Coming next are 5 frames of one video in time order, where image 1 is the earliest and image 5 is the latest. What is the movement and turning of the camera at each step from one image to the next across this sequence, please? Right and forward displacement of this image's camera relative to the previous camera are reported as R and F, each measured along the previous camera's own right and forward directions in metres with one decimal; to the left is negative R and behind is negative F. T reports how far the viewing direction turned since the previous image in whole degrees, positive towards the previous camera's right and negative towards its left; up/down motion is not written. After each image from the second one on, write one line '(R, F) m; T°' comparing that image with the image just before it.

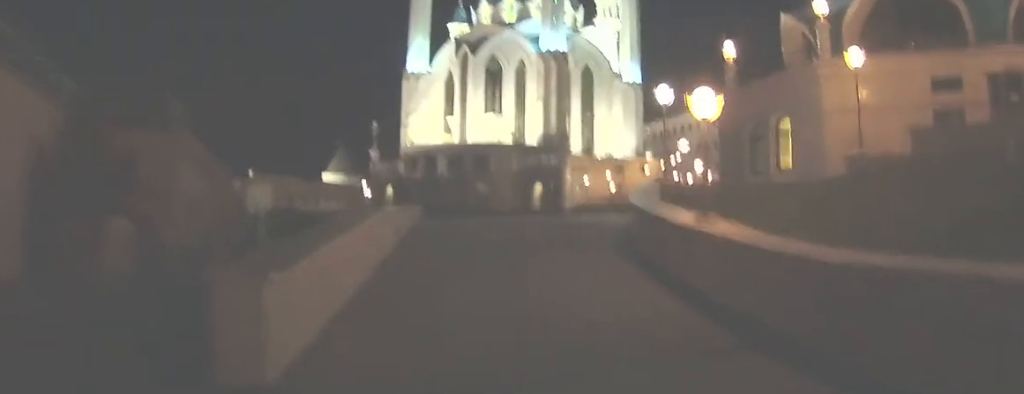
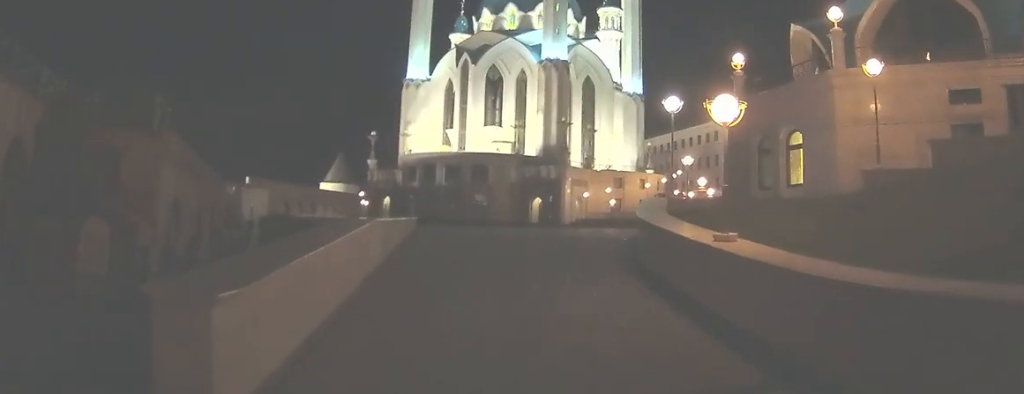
(+0.1, +1.1) m; +3°
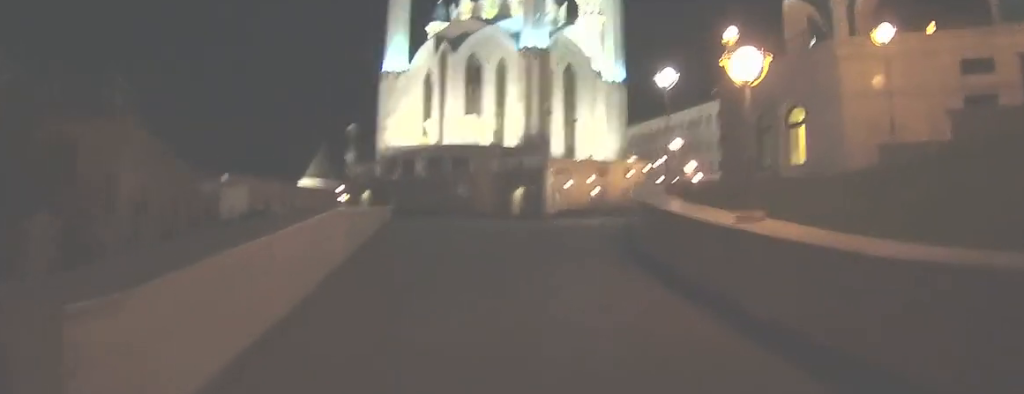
(-0.1, +1.7) m; -5°
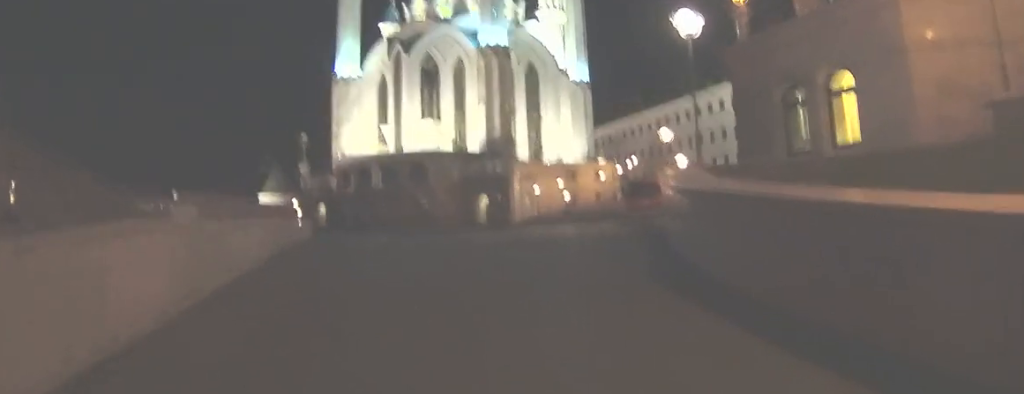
(-0.1, +5.4) m; +8°
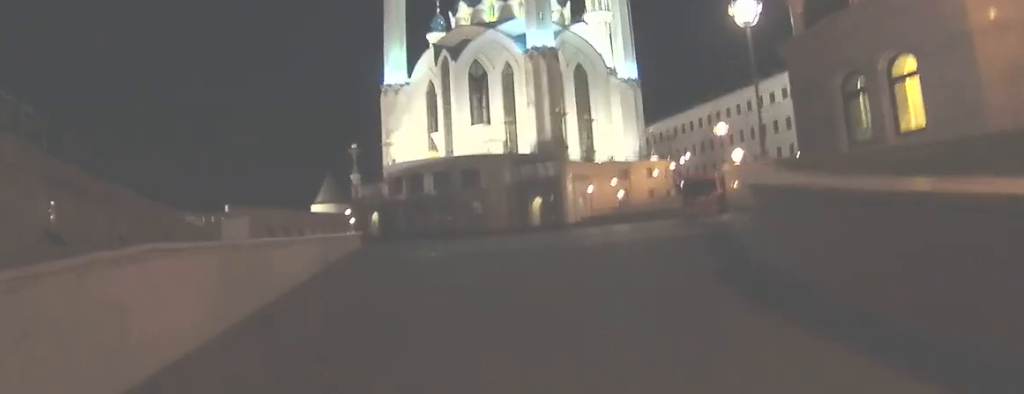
(+0.1, +0.7) m; +1°
